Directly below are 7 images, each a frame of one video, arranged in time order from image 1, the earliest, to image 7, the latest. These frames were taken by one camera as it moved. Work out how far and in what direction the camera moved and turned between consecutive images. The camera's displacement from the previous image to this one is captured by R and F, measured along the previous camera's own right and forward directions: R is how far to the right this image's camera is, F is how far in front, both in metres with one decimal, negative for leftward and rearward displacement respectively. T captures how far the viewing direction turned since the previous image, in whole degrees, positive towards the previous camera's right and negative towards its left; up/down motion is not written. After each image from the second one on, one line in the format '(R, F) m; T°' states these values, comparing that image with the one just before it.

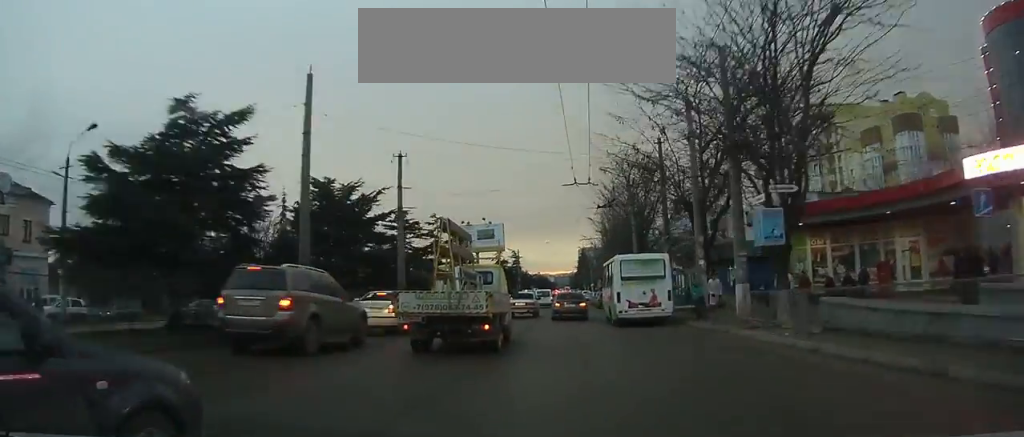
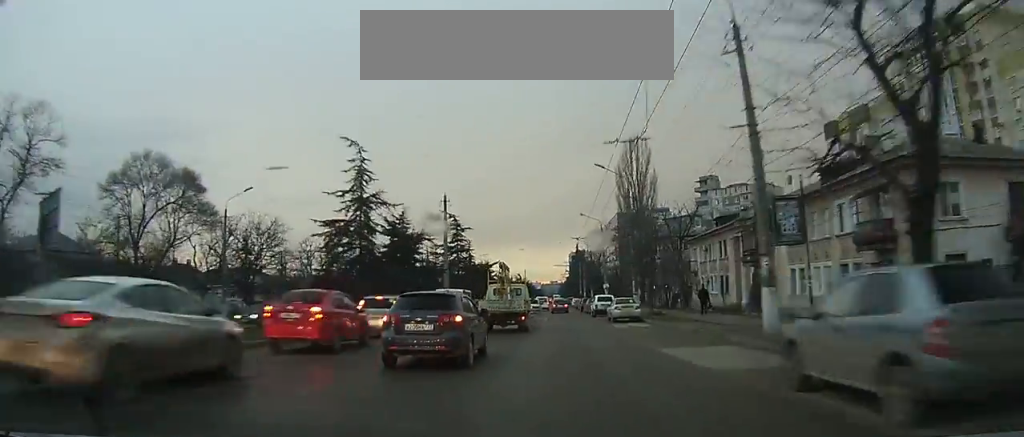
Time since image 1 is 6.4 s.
(+0.6, +65.8) m; 0°
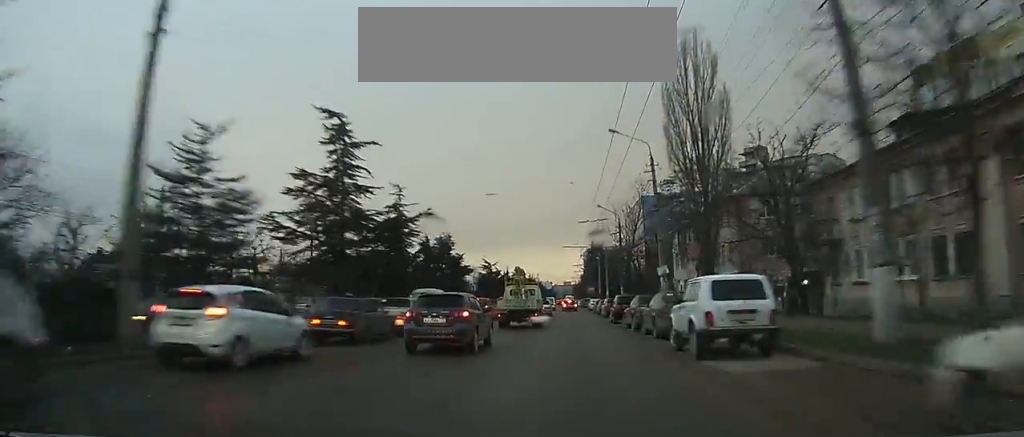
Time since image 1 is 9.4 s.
(-0.4, +34.6) m; -1°
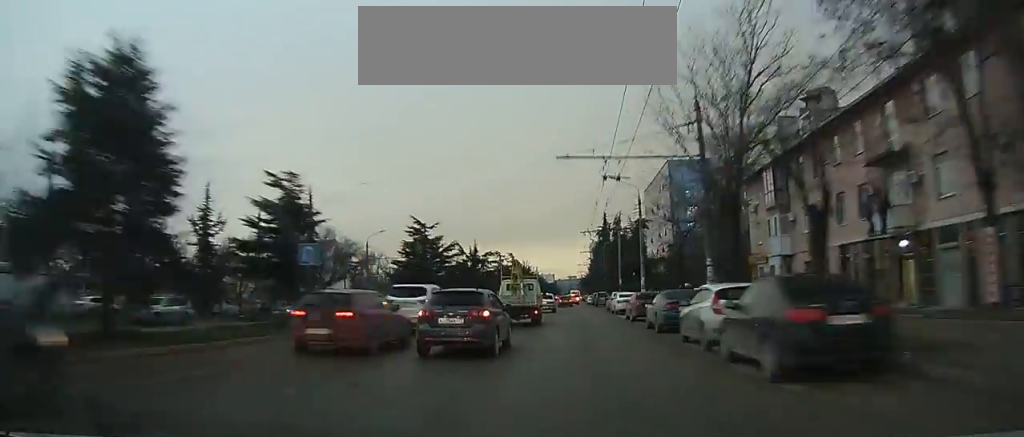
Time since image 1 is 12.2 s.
(-0.1, +34.3) m; 0°
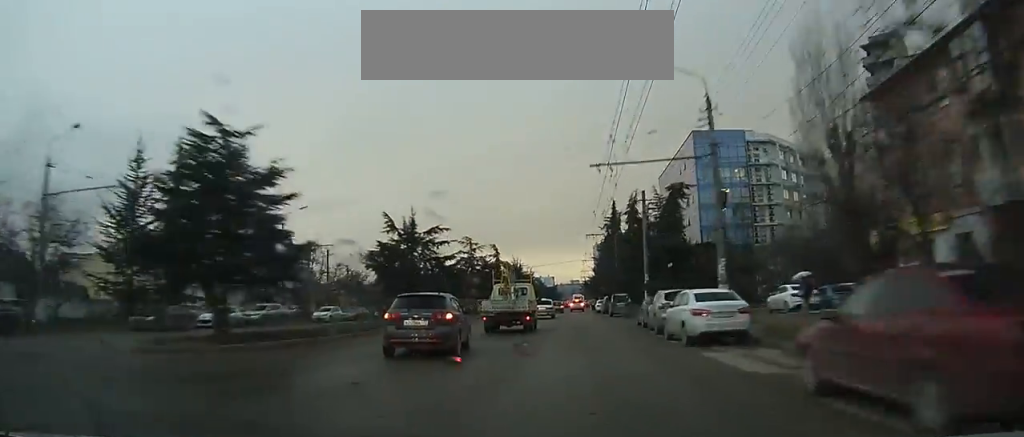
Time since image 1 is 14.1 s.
(-0.1, +23.3) m; 0°
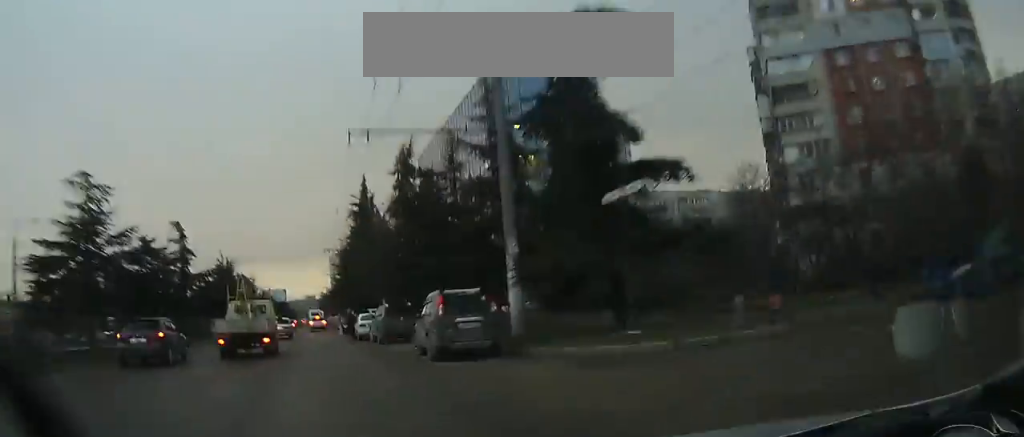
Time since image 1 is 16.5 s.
(-0.1, +28.7) m; 0°
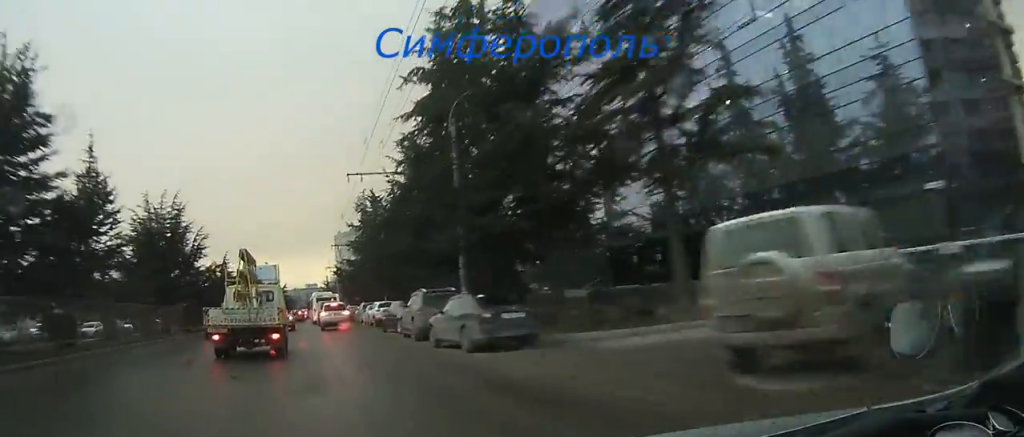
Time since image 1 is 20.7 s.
(-0.2, +43.7) m; -1°
